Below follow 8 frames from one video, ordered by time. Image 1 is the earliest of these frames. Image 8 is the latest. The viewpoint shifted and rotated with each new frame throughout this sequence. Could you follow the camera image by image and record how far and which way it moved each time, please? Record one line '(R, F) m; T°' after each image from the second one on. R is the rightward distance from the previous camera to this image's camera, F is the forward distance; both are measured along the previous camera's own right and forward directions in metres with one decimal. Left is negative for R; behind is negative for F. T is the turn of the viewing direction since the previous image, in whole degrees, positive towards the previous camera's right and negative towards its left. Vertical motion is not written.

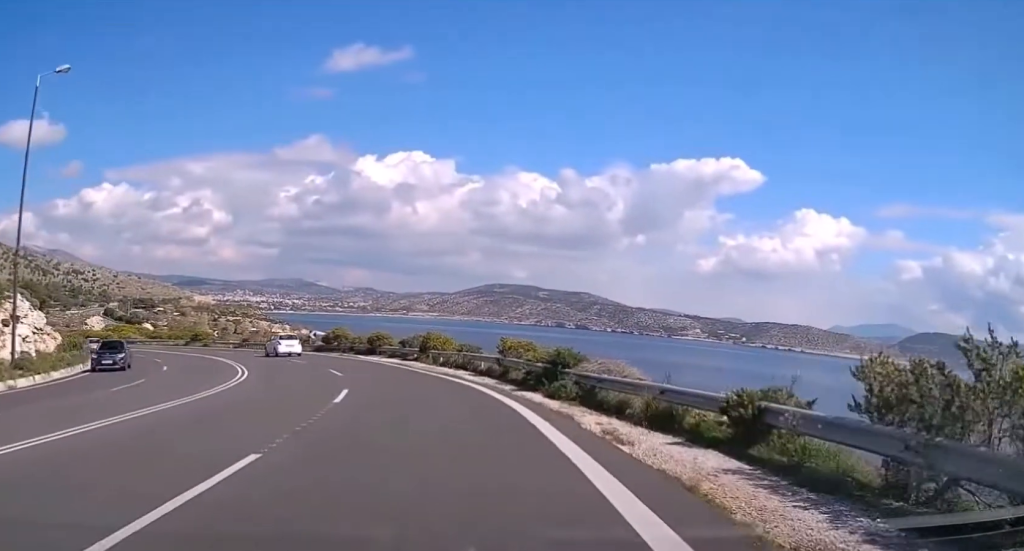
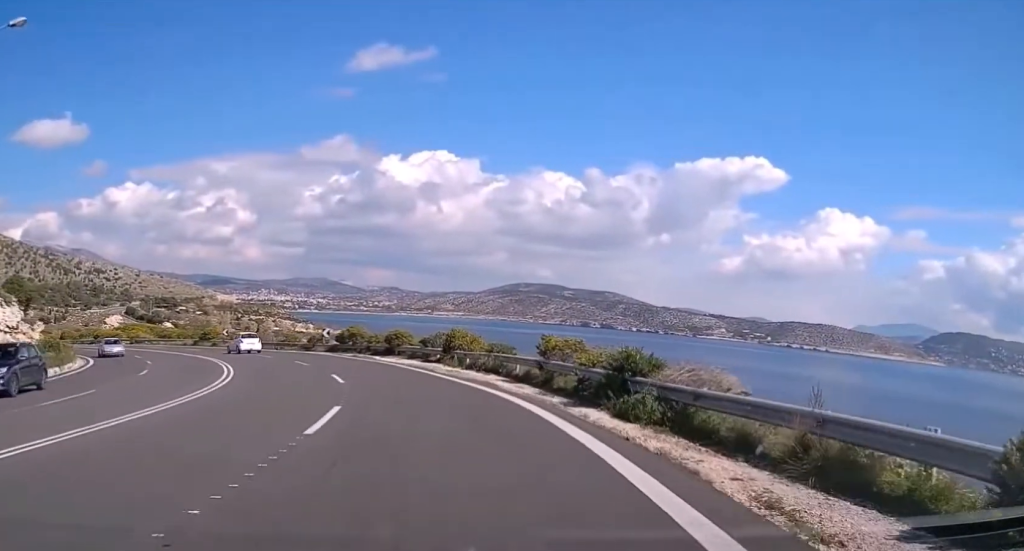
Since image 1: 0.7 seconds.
(-0.1, +6.3) m; -2°
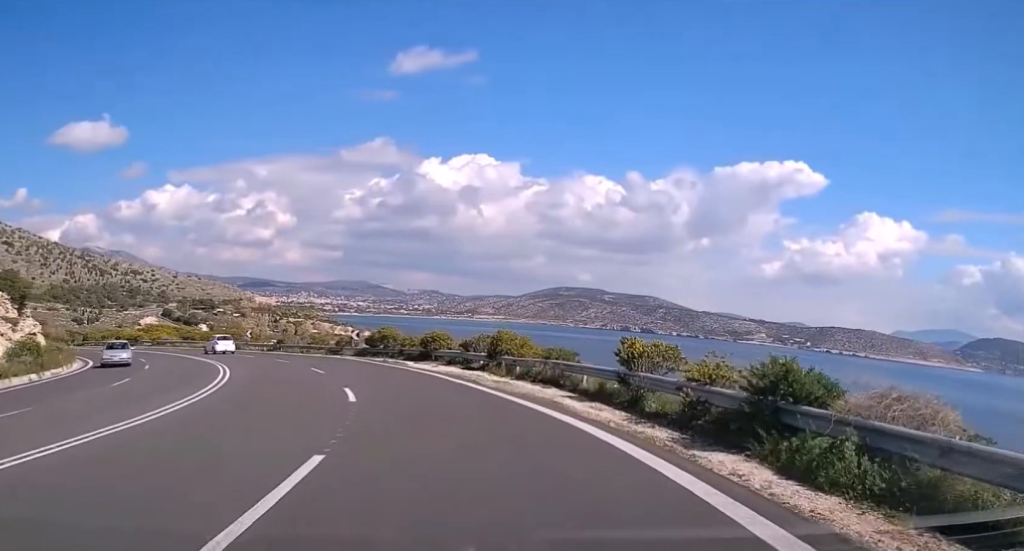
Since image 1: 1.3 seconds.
(-0.1, +6.9) m; -2°
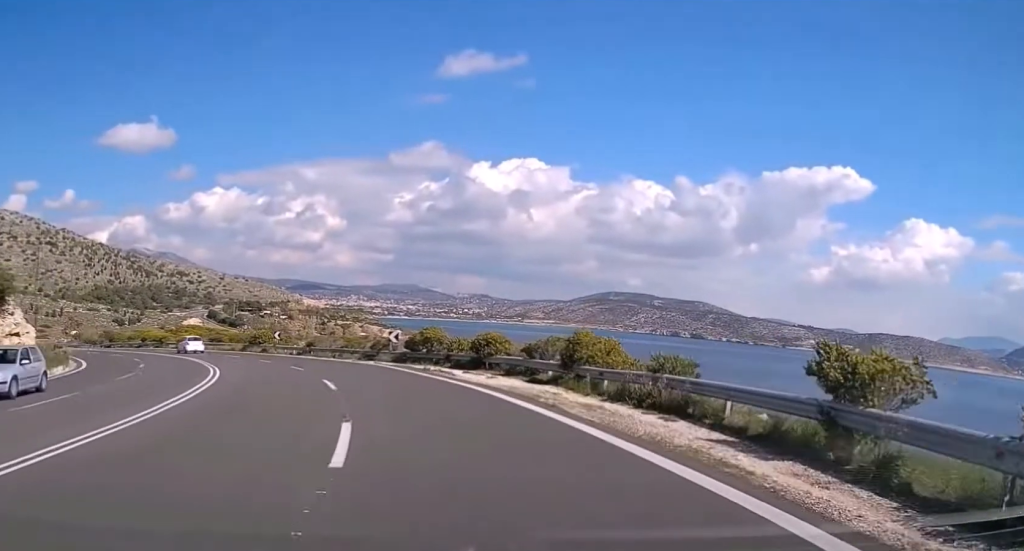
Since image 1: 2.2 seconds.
(-0.2, +9.0) m; -4°
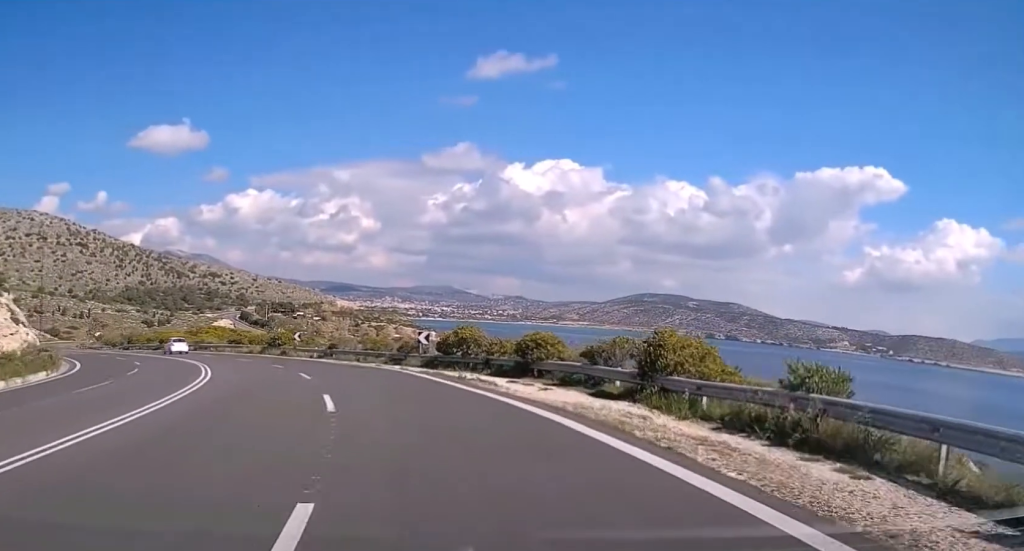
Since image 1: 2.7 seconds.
(-0.1, +6.3) m; -3°
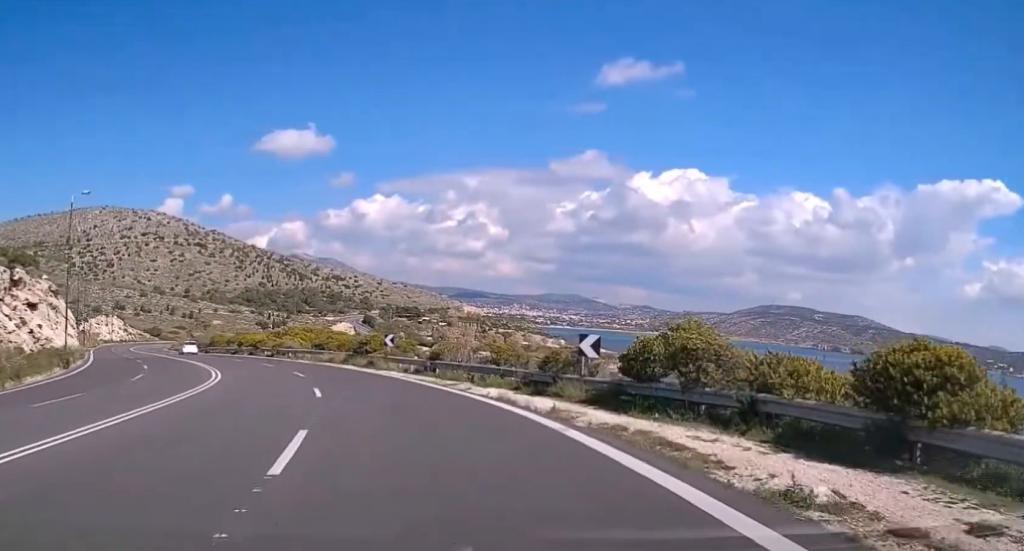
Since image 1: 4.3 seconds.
(-1.4, +18.8) m; -10°
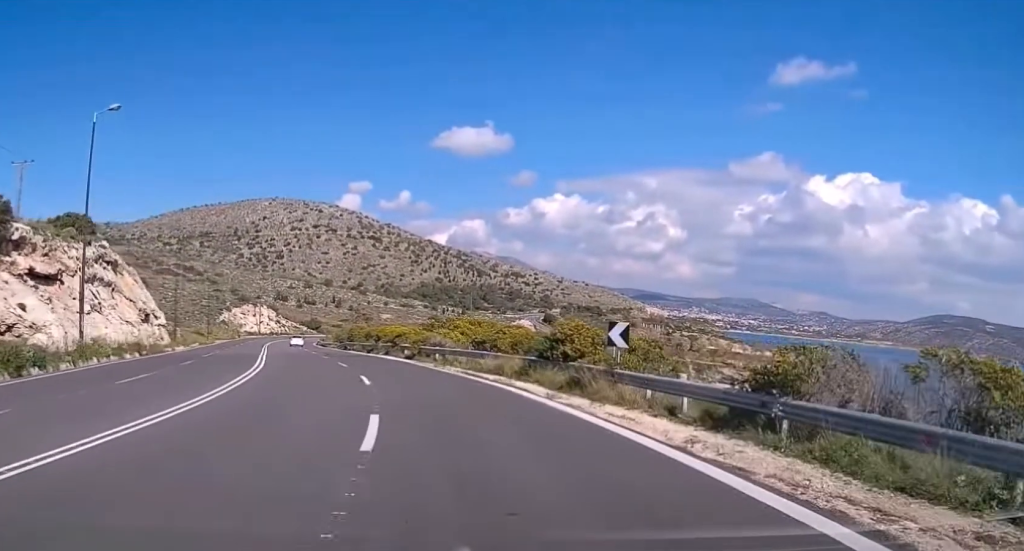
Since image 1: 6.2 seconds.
(-2.8, +23.0) m; -12°
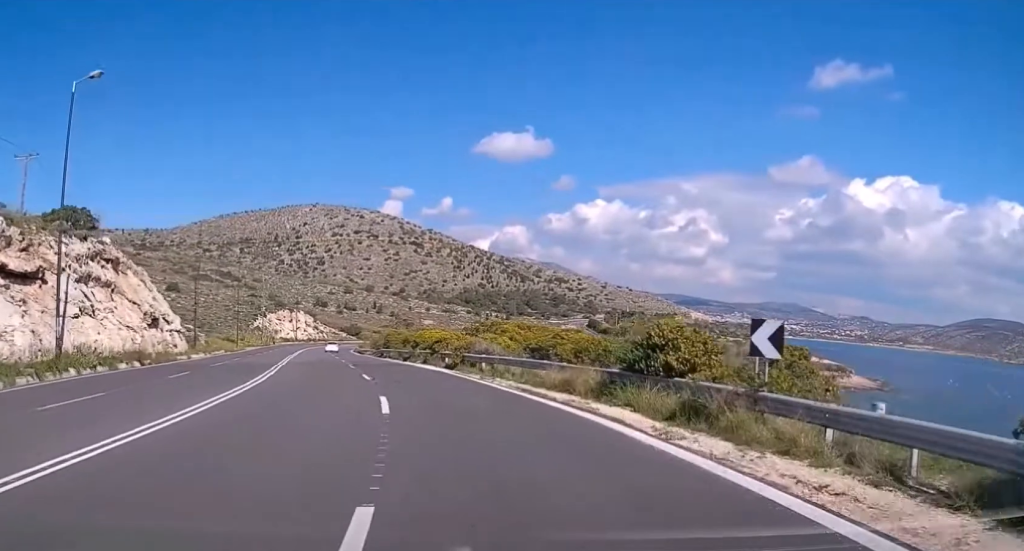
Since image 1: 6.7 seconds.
(0.0, +6.7) m; -3°
